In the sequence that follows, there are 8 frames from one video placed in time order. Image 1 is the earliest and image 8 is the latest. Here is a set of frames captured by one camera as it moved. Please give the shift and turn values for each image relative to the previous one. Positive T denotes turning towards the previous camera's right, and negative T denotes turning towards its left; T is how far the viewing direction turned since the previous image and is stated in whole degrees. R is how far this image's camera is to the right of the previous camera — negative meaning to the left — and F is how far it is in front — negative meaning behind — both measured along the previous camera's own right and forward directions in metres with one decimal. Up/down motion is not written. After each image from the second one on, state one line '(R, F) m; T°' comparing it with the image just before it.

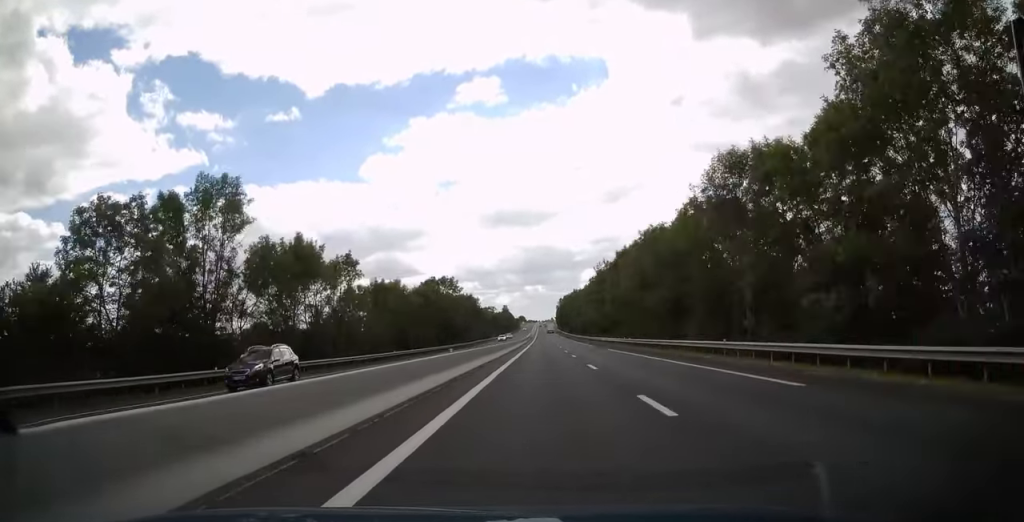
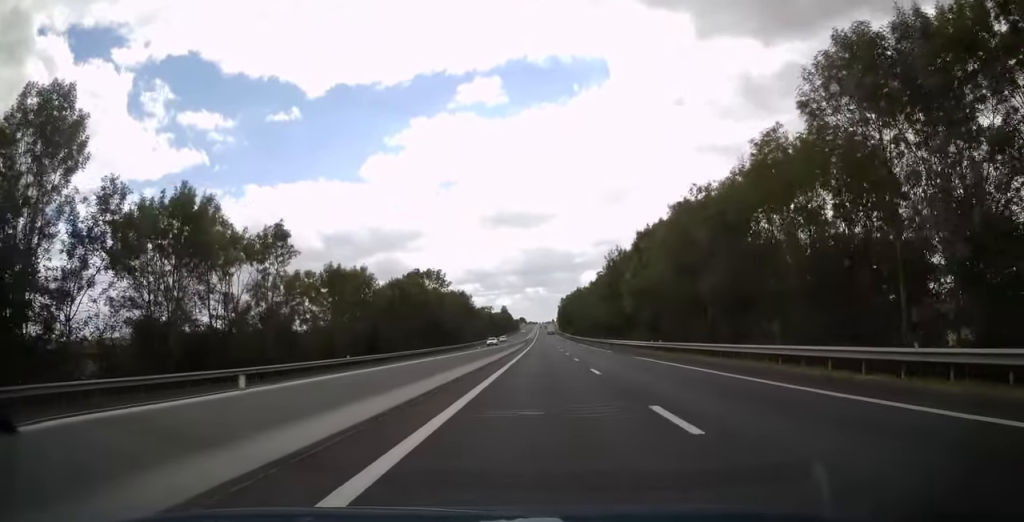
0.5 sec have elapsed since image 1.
(0.0, +14.8) m; 0°
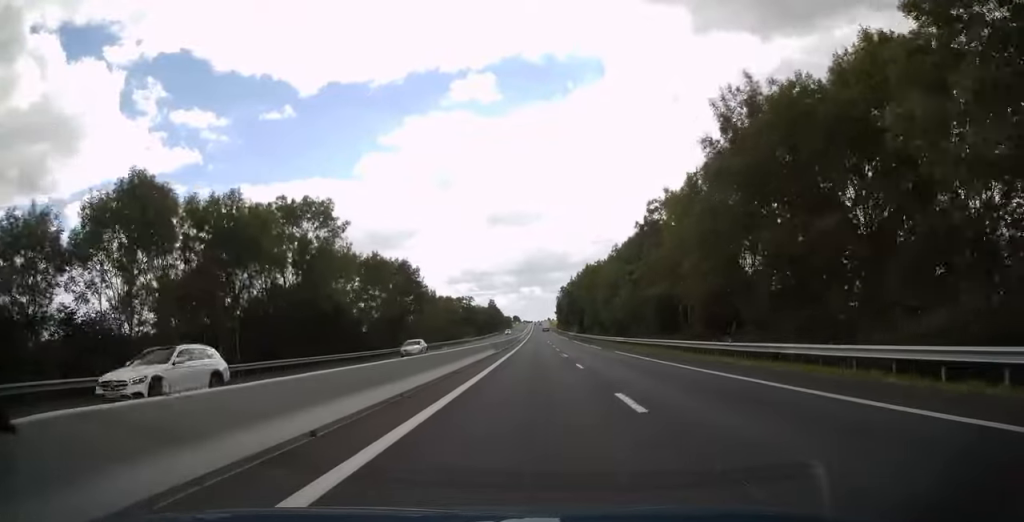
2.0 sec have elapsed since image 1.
(-0.4, +50.0) m; 0°
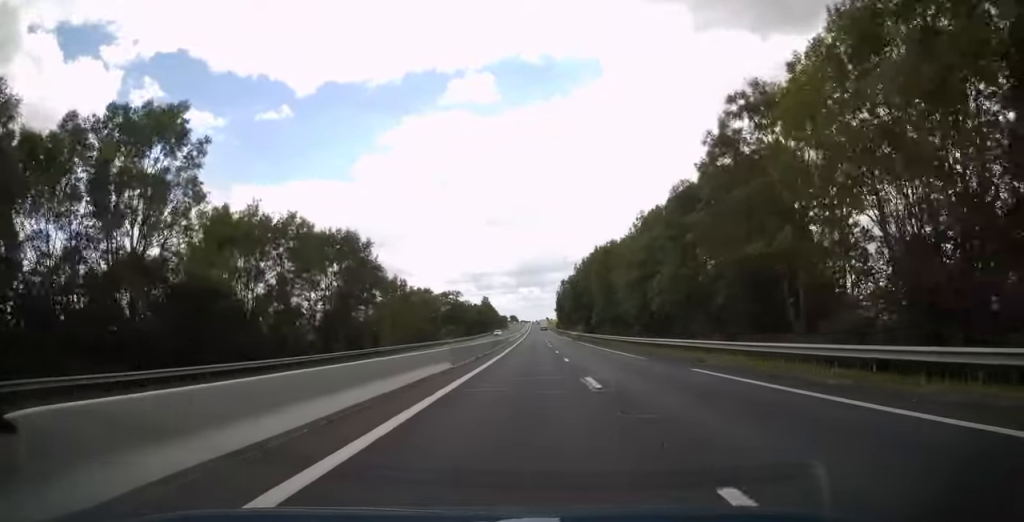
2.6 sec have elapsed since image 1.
(+0.1, +21.5) m; 0°
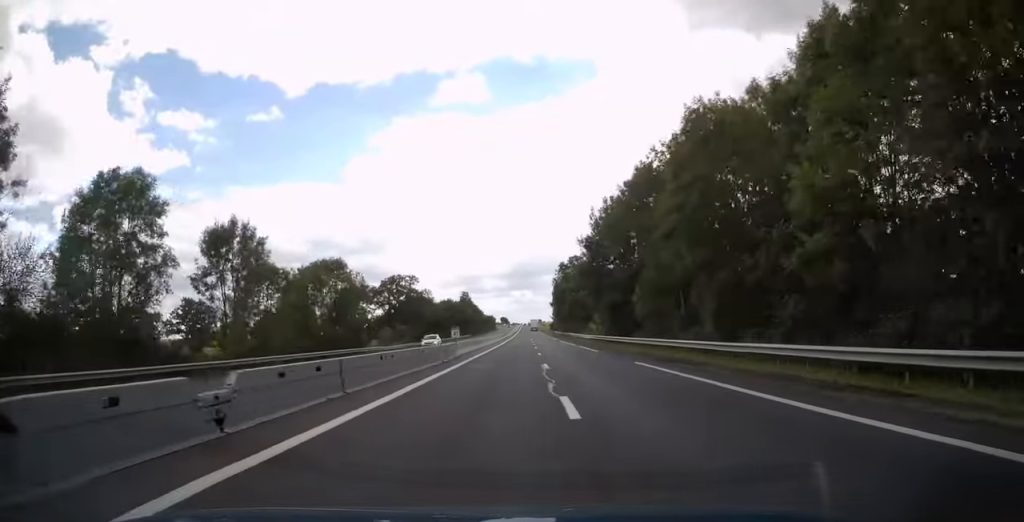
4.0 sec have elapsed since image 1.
(+0.3, +44.6) m; 0°
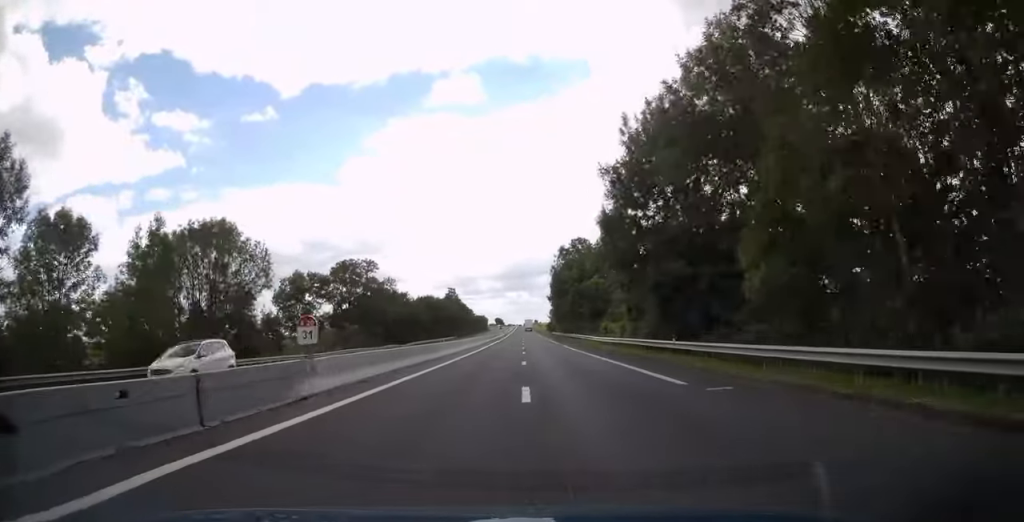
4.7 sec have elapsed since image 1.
(0.0, +23.6) m; 0°
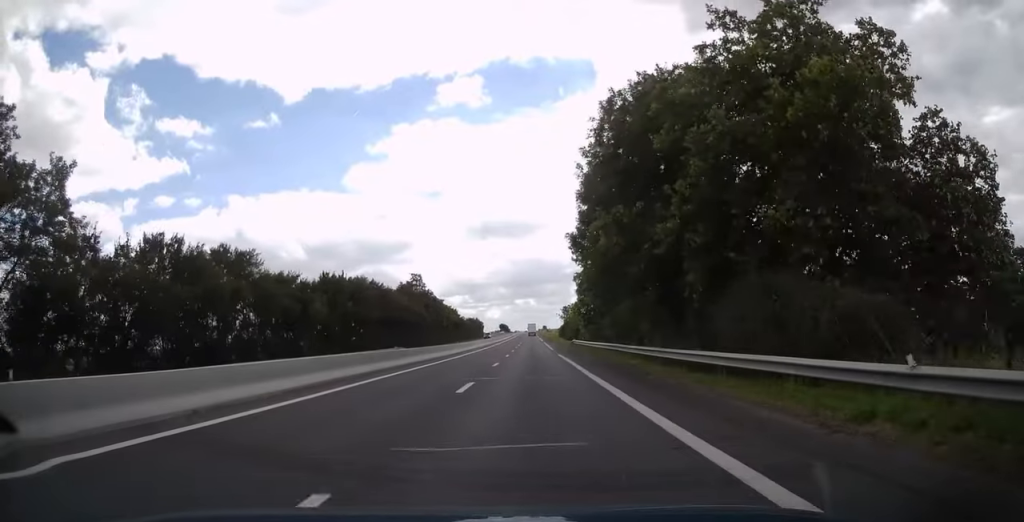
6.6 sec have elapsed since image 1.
(+0.1, +62.5) m; -1°
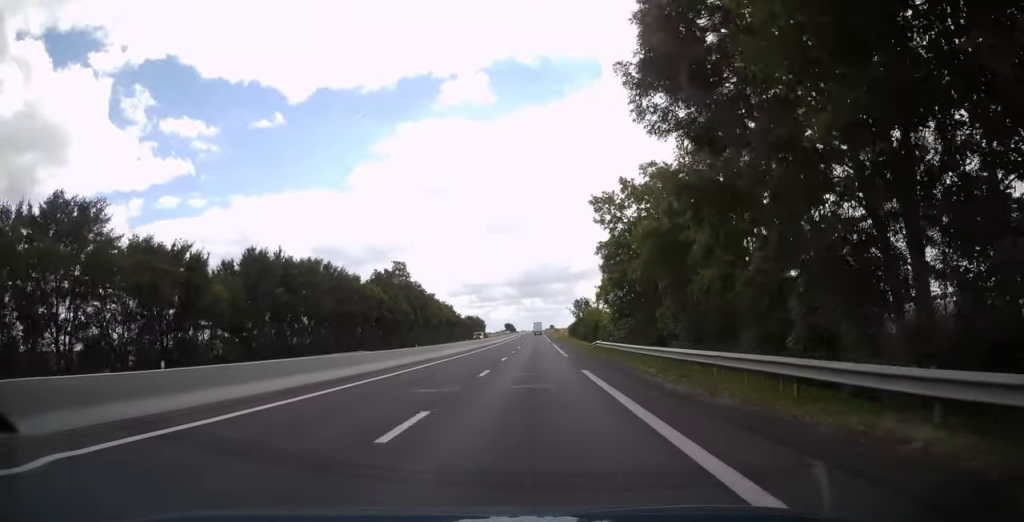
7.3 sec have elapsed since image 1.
(-0.3, +20.5) m; -1°
